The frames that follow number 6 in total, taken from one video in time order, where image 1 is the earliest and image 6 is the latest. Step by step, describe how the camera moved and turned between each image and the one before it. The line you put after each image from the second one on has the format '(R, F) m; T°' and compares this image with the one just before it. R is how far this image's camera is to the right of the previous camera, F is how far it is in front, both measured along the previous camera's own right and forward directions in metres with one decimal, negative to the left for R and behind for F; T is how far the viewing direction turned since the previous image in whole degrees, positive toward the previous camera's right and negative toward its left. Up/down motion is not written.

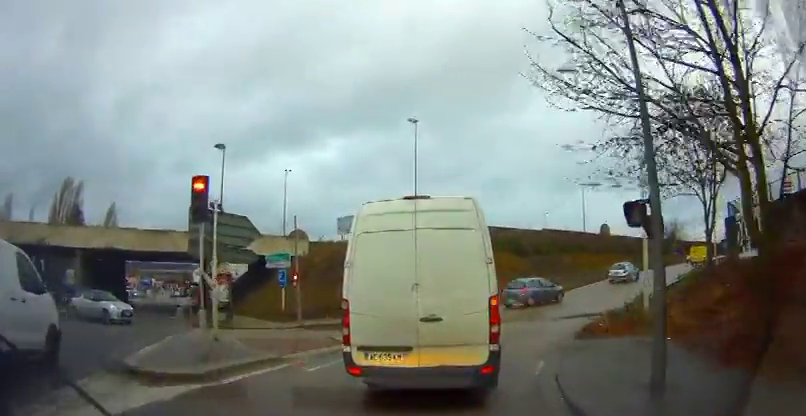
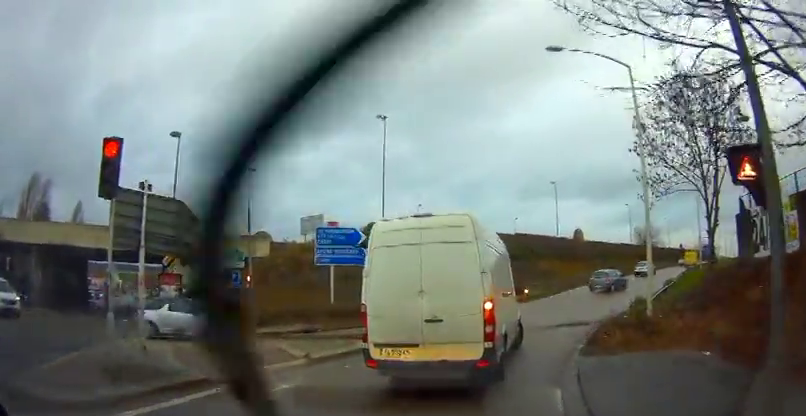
(+0.2, +3.1) m; +3°
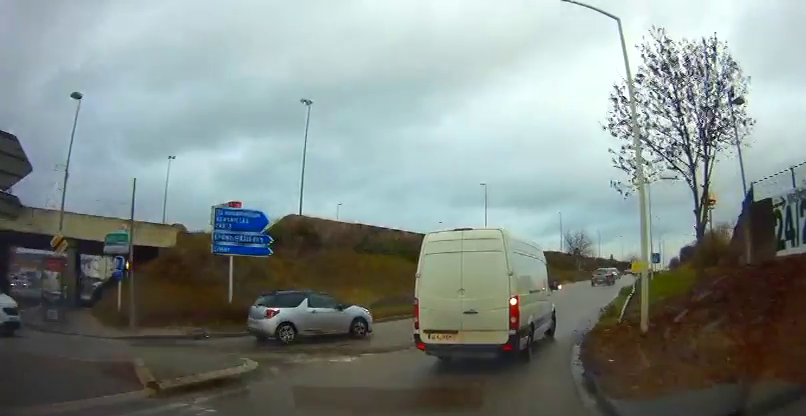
(-0.1, +3.0) m; +10°
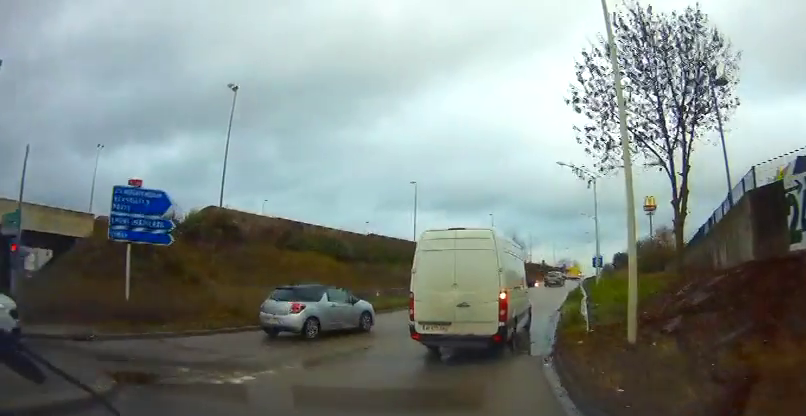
(+0.3, +2.1) m; +4°
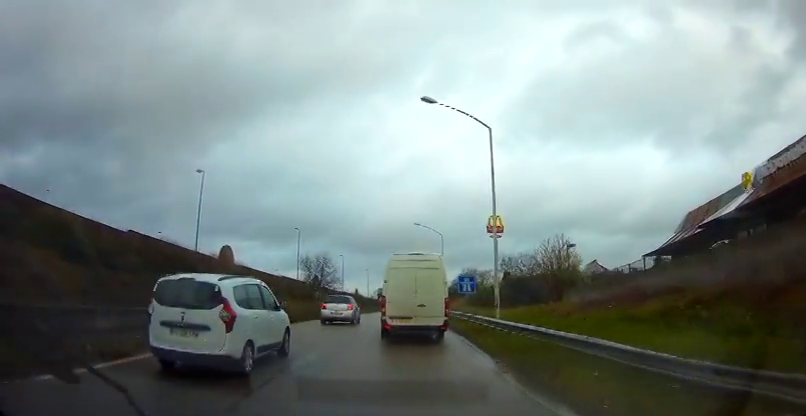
(+3.8, +15.9) m; +24°
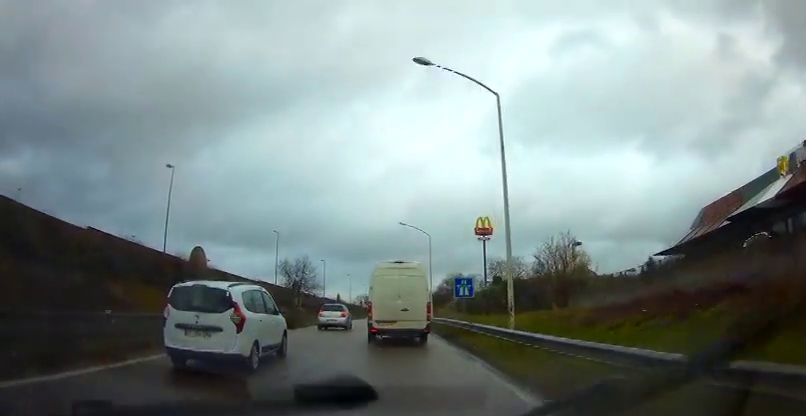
(+0.1, +3.7) m; +2°
